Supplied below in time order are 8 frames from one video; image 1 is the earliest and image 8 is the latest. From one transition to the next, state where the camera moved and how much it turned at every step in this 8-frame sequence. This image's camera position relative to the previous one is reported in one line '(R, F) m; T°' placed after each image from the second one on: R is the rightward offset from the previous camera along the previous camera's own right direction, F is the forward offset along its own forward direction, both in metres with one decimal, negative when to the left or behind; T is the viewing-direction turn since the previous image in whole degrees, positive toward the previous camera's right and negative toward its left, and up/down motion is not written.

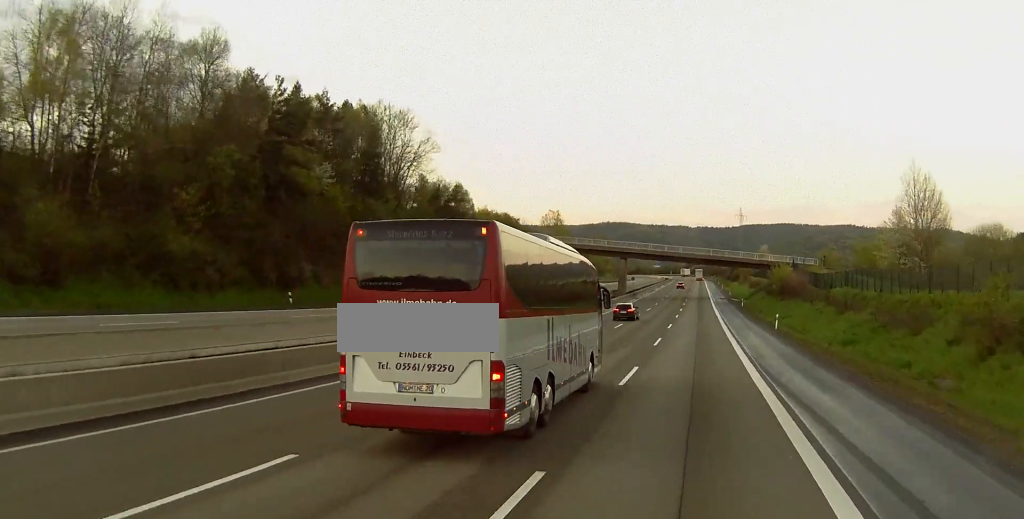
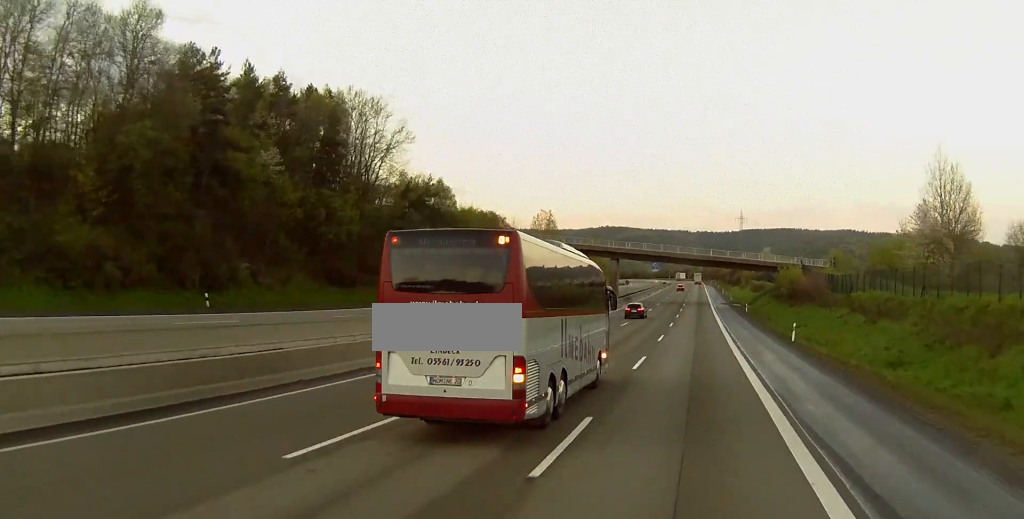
(+0.2, +12.4) m; 0°
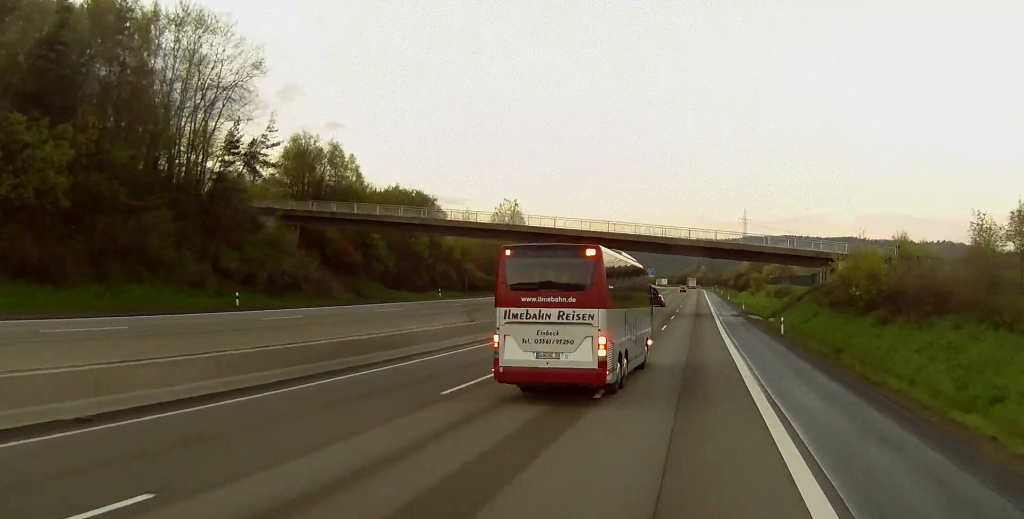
(+0.1, +46.2) m; 0°
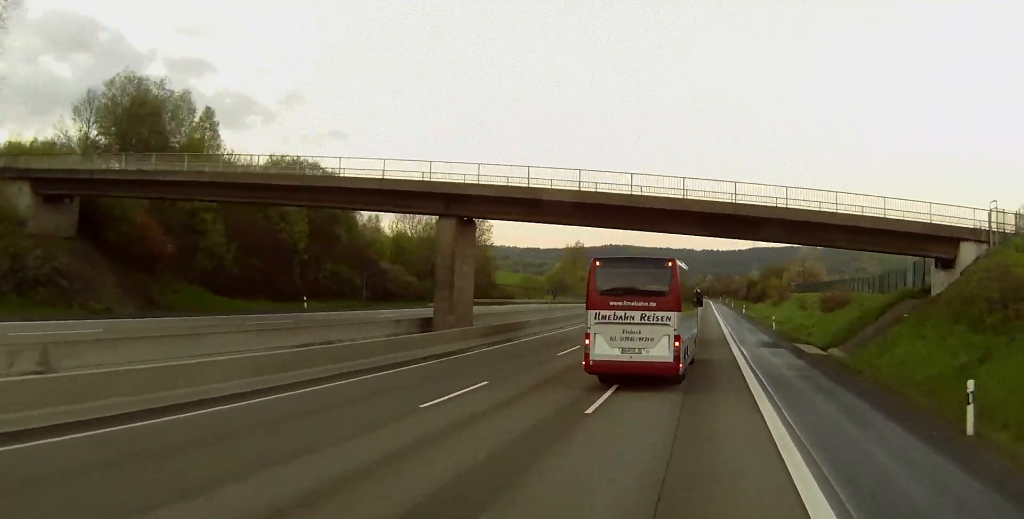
(+0.1, +38.8) m; +1°
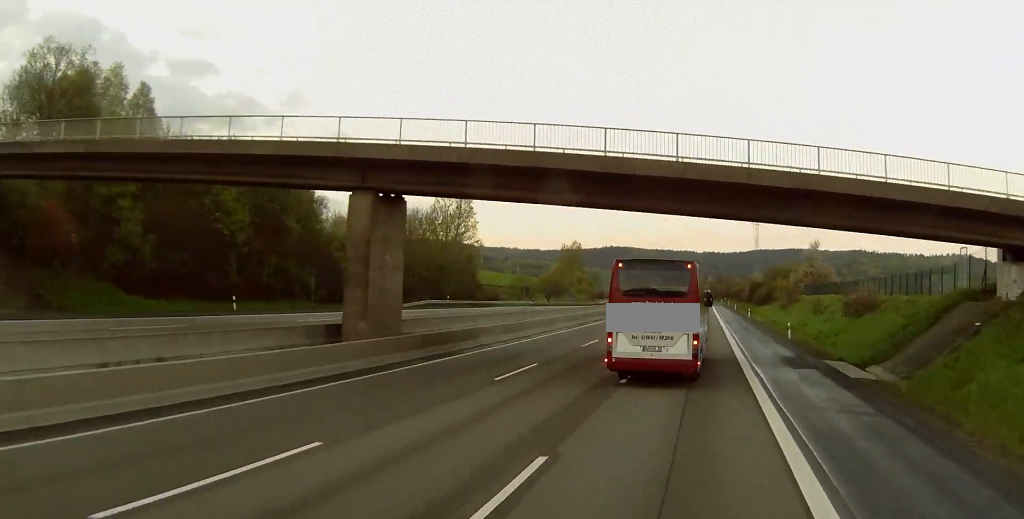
(0.0, +11.5) m; 0°
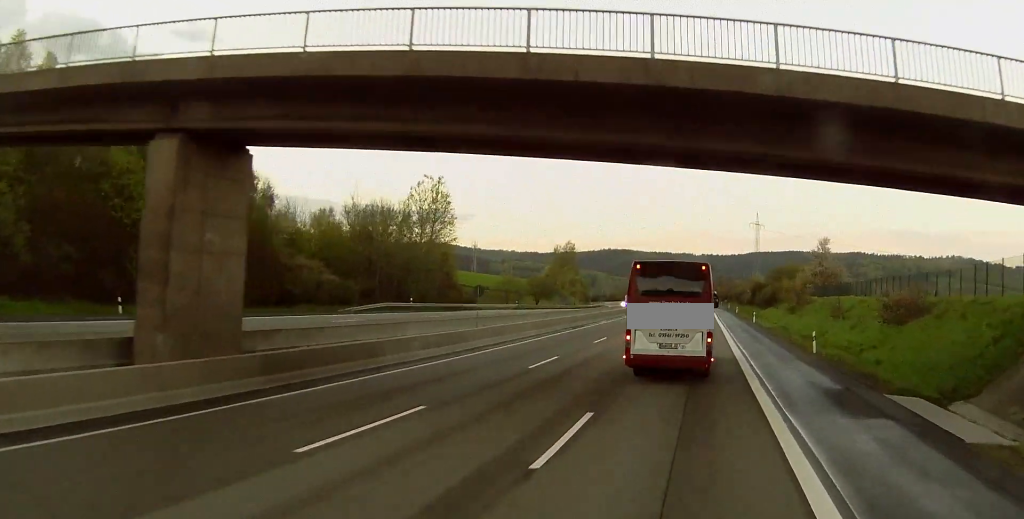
(+0.1, +13.1) m; 0°
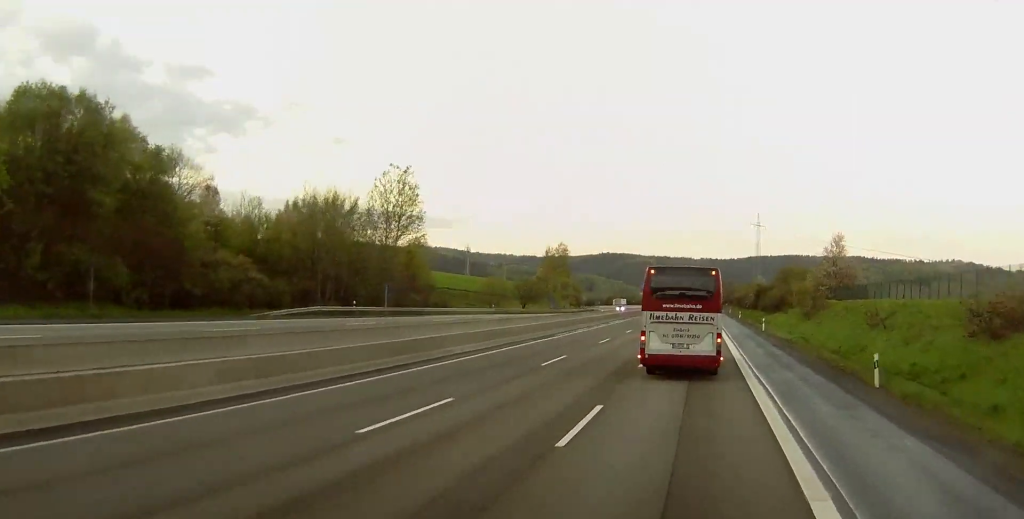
(-0.1, +15.4) m; 0°
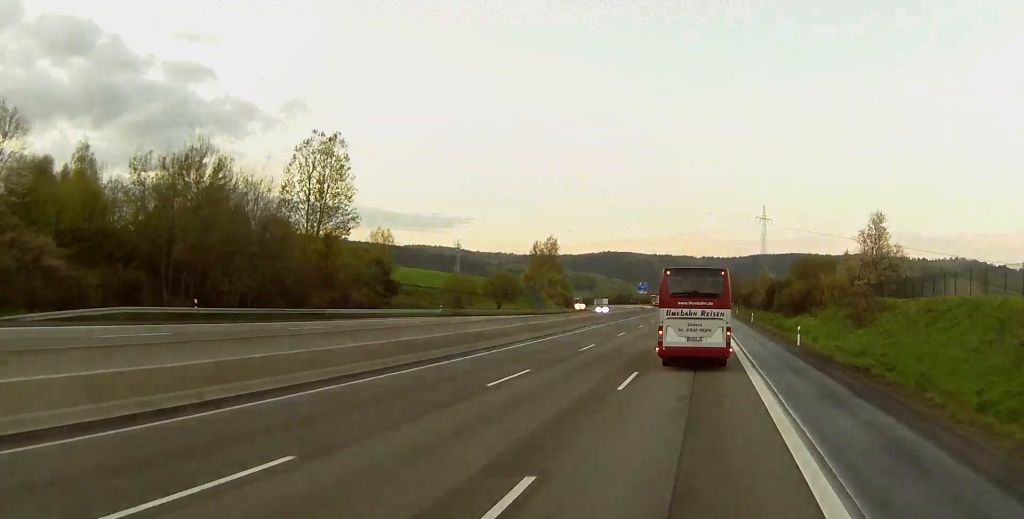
(-0.2, +26.5) m; 0°
